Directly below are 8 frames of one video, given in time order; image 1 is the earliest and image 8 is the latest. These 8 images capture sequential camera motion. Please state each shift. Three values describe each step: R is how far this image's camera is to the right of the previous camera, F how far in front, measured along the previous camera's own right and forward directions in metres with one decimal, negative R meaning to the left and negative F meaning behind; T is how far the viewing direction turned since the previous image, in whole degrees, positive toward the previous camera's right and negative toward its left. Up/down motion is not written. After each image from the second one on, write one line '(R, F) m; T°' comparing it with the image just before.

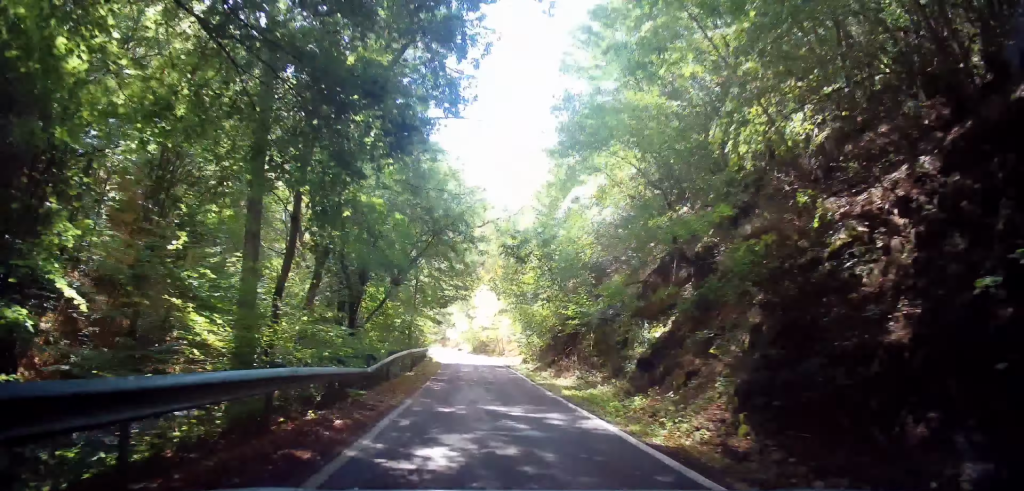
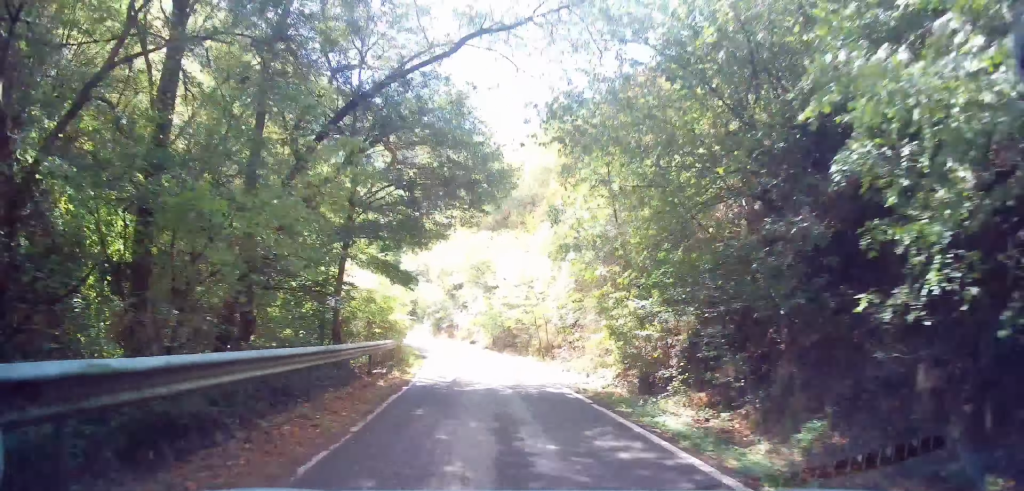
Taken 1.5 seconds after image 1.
(-0.5, +20.8) m; -5°
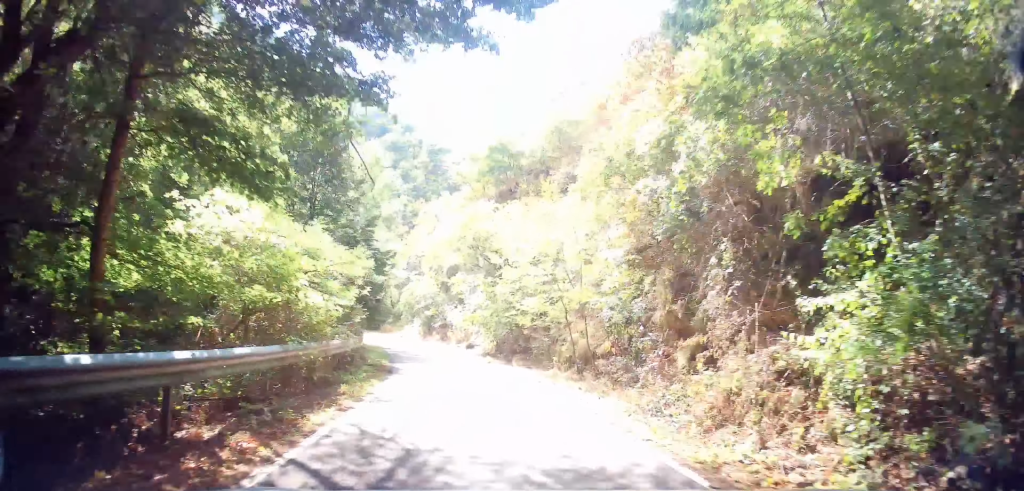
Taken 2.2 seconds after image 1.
(-0.3, +10.0) m; -2°
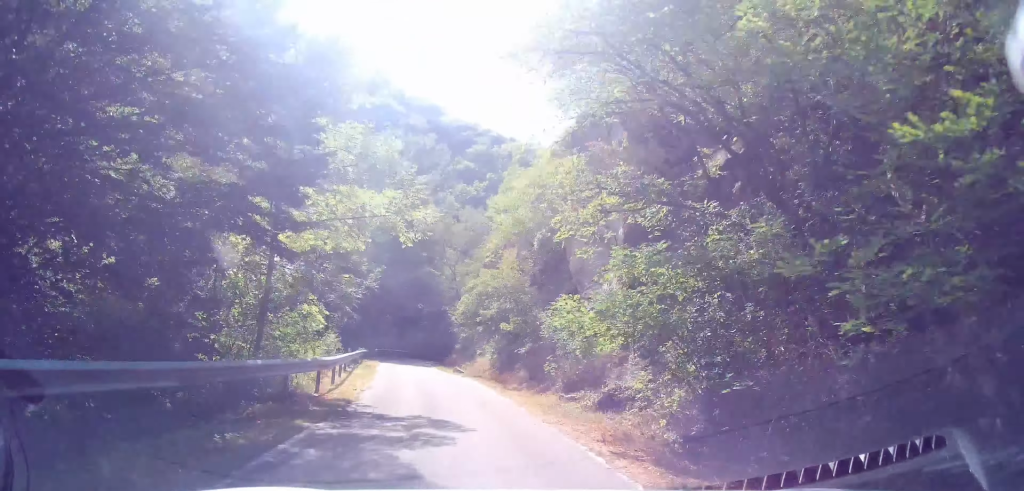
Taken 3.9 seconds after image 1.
(-1.0, +23.2) m; -9°
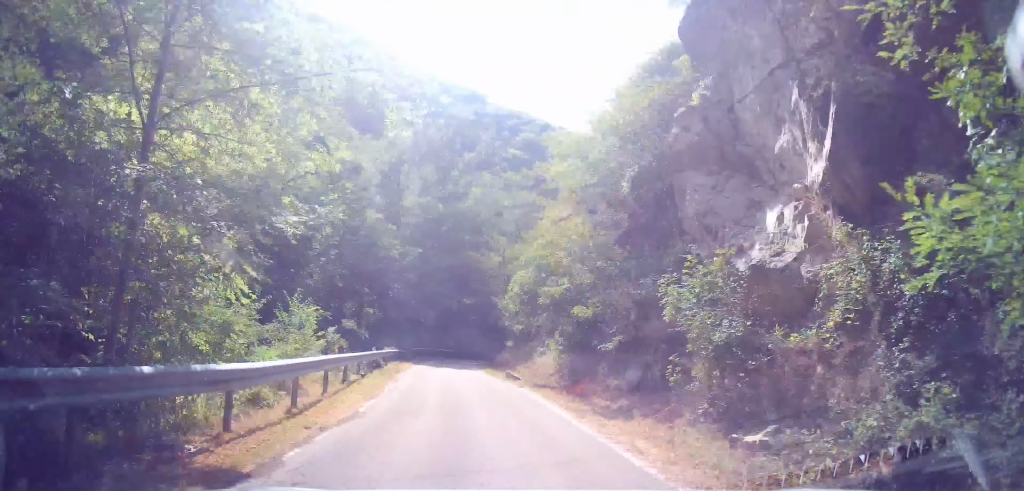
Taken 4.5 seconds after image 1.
(-0.2, +8.0) m; -5°
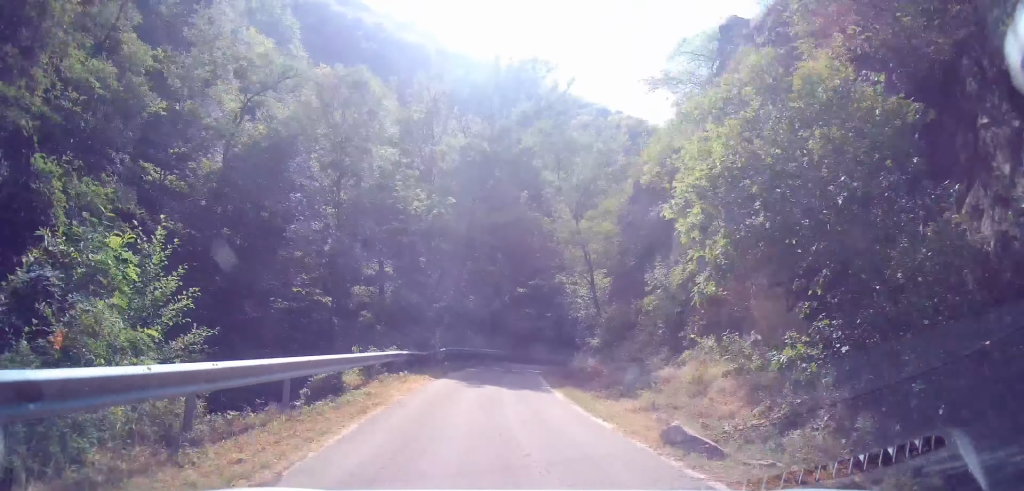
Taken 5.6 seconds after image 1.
(-1.1, +13.7) m; -4°
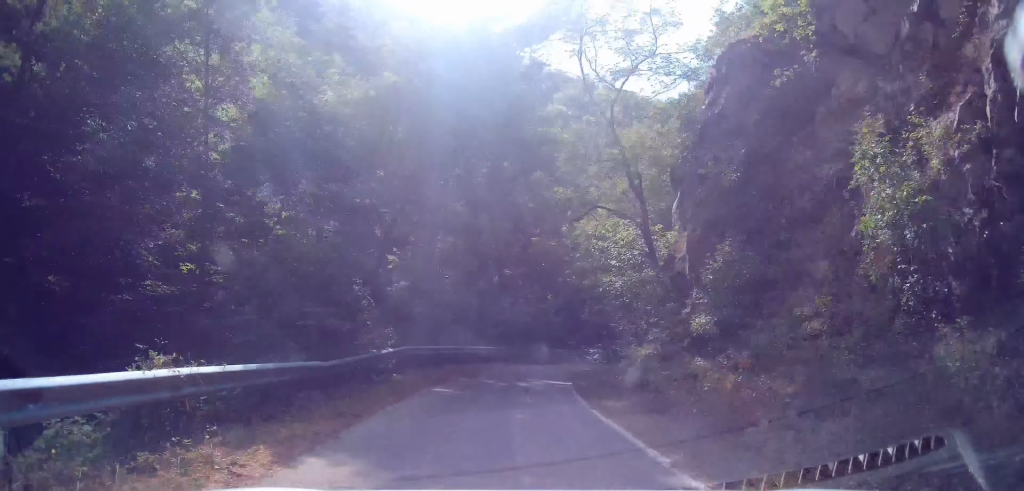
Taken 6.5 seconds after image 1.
(0.0, +12.3) m; +2°
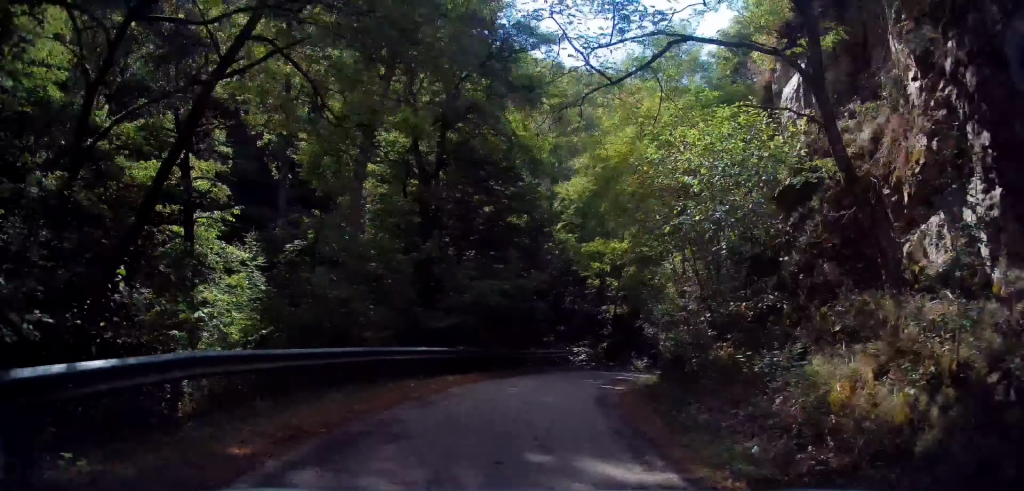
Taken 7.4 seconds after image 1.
(+0.3, +11.1) m; +4°
